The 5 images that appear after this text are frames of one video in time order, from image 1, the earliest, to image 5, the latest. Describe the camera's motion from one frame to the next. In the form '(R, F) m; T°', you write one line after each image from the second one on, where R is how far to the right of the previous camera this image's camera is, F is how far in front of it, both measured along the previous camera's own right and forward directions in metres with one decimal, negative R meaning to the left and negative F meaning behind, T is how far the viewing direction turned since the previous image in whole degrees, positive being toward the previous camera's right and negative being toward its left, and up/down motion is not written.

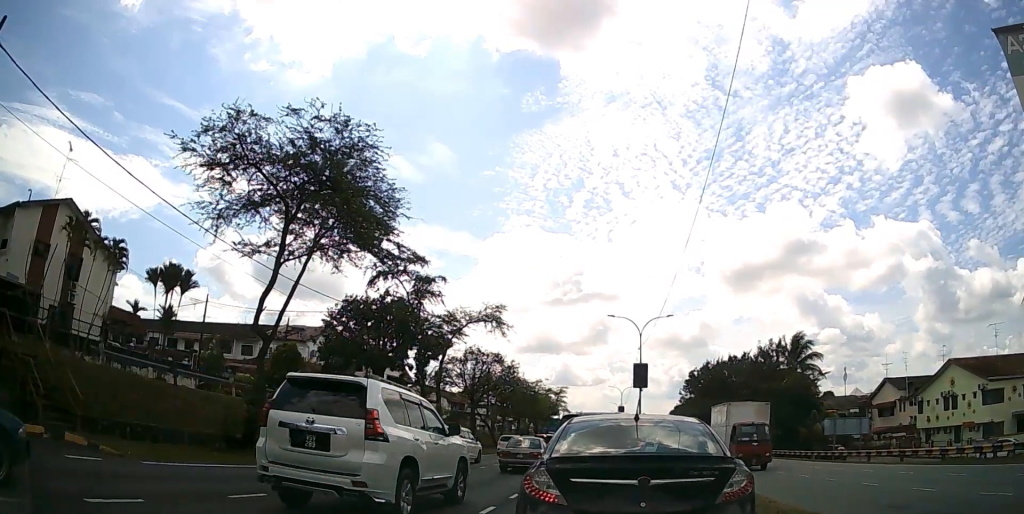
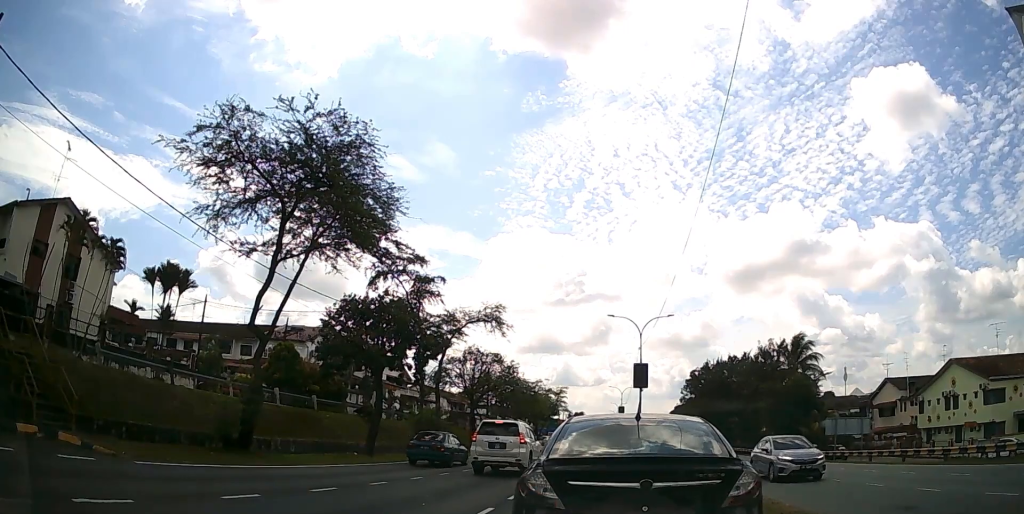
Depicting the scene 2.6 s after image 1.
(0.0, 0.0) m; 0°
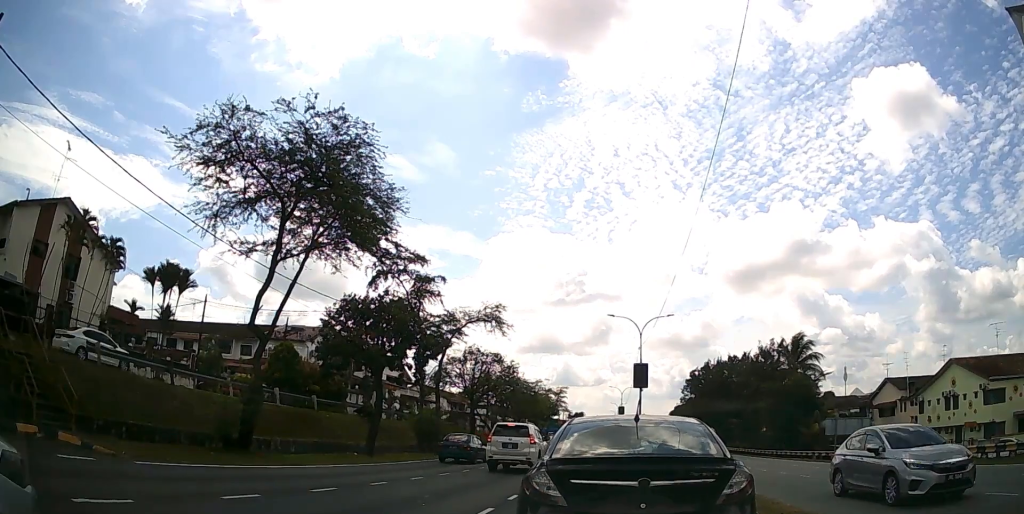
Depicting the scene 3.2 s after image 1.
(0.0, 0.0) m; 0°
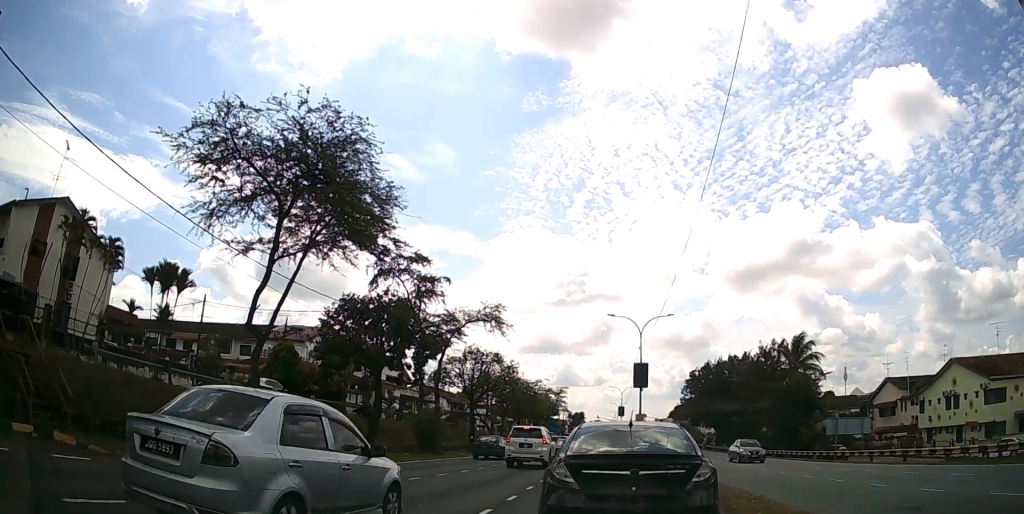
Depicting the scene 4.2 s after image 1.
(0.0, +0.4) m; 0°
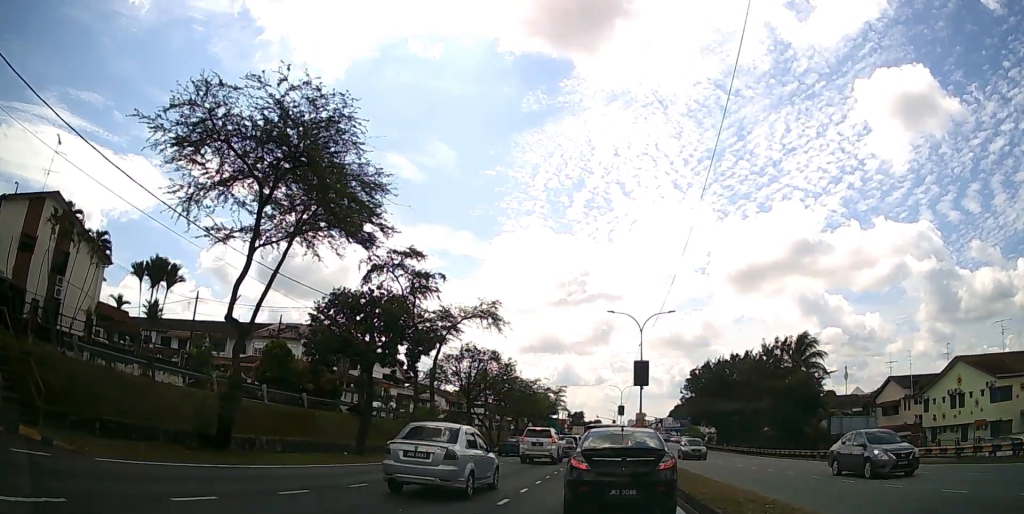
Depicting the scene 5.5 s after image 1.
(0.0, +0.8) m; 0°
